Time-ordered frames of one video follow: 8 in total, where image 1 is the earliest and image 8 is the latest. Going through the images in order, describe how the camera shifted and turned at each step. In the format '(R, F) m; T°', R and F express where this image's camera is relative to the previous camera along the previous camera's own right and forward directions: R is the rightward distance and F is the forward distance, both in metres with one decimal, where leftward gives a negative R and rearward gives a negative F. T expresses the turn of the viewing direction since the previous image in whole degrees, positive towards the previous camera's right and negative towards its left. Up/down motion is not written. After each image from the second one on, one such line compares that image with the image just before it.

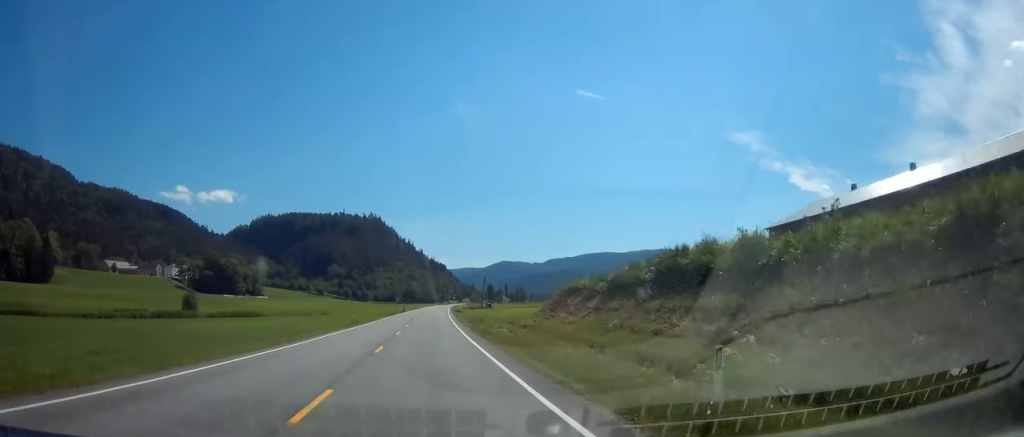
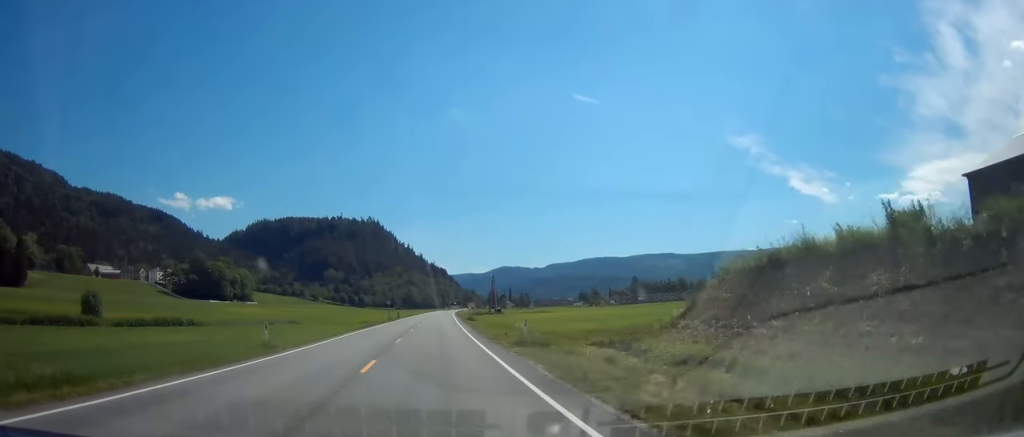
(0.0, +28.8) m; +1°
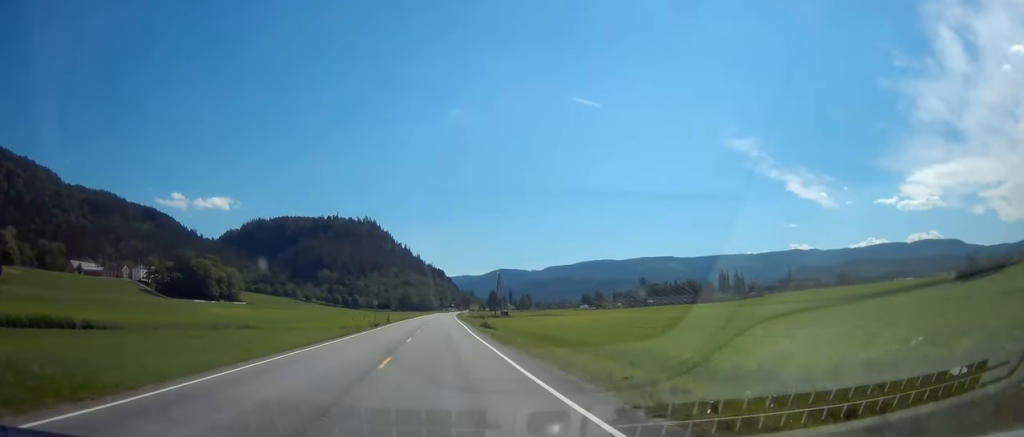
(+0.7, +23.6) m; 0°
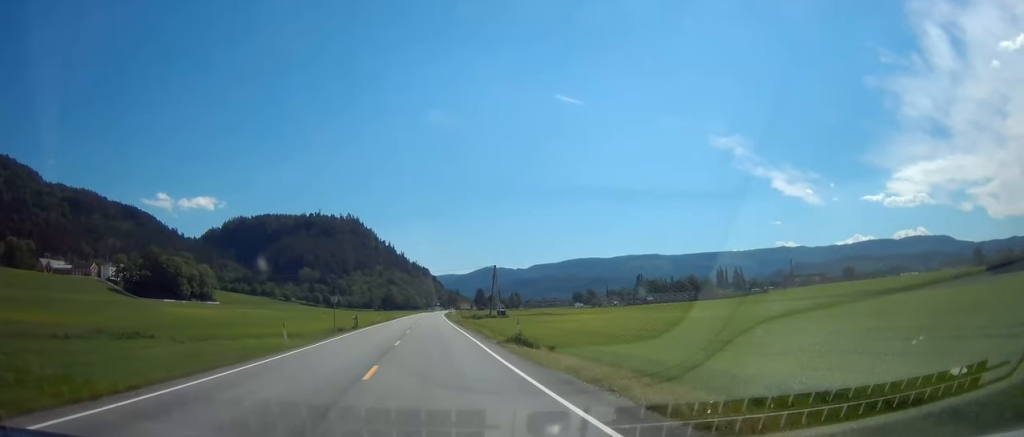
(-0.4, +26.1) m; 0°
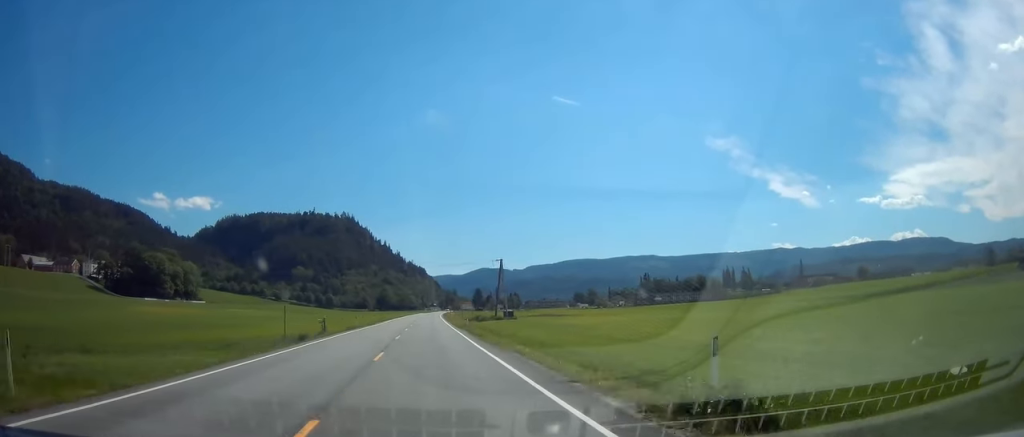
(-0.2, +20.3) m; 0°
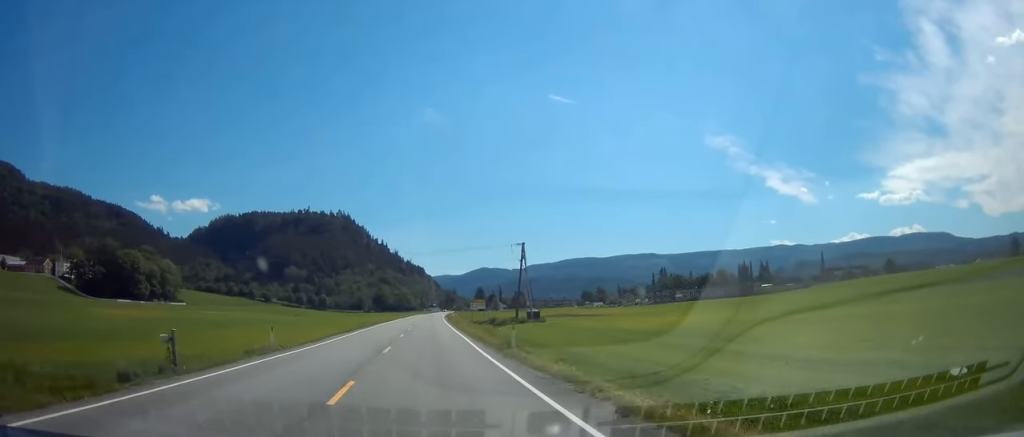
(+0.8, +31.9) m; +1°
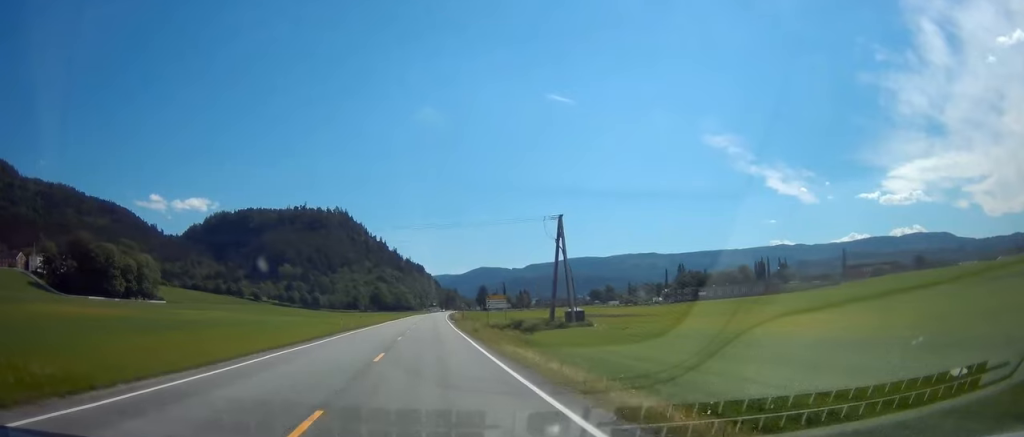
(-0.1, +28.5) m; -1°
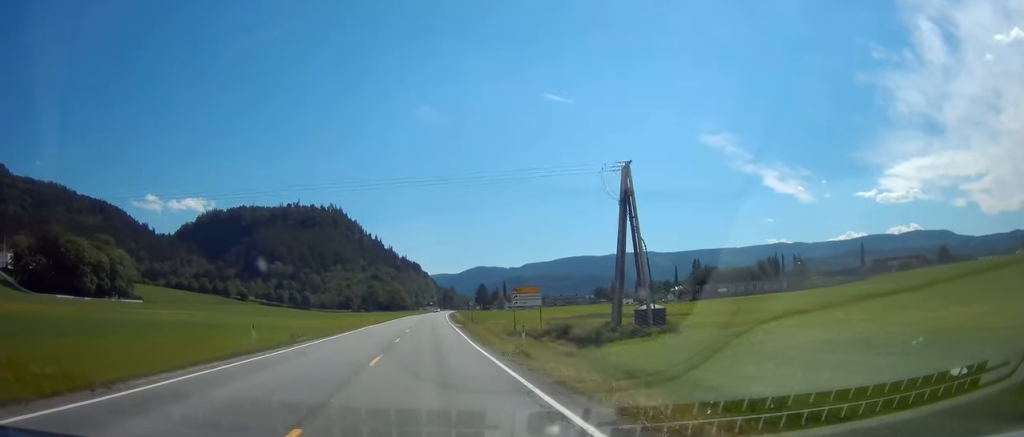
(-0.2, +25.0) m; 0°
